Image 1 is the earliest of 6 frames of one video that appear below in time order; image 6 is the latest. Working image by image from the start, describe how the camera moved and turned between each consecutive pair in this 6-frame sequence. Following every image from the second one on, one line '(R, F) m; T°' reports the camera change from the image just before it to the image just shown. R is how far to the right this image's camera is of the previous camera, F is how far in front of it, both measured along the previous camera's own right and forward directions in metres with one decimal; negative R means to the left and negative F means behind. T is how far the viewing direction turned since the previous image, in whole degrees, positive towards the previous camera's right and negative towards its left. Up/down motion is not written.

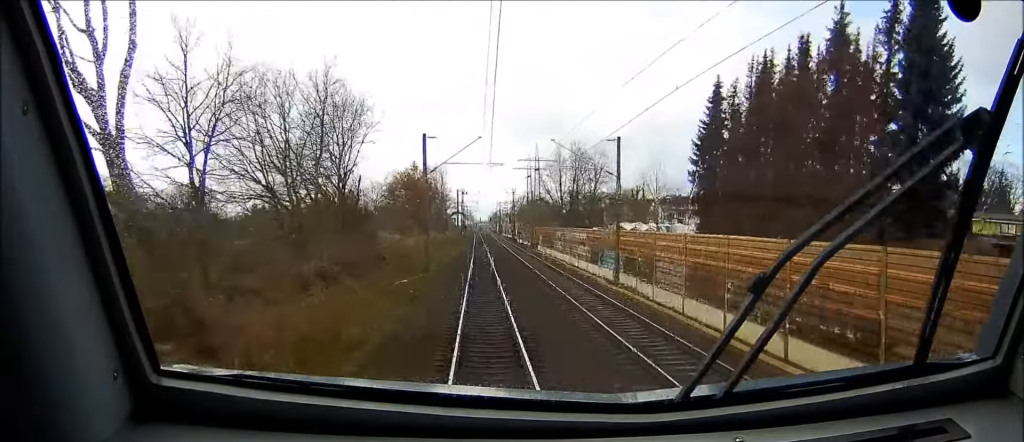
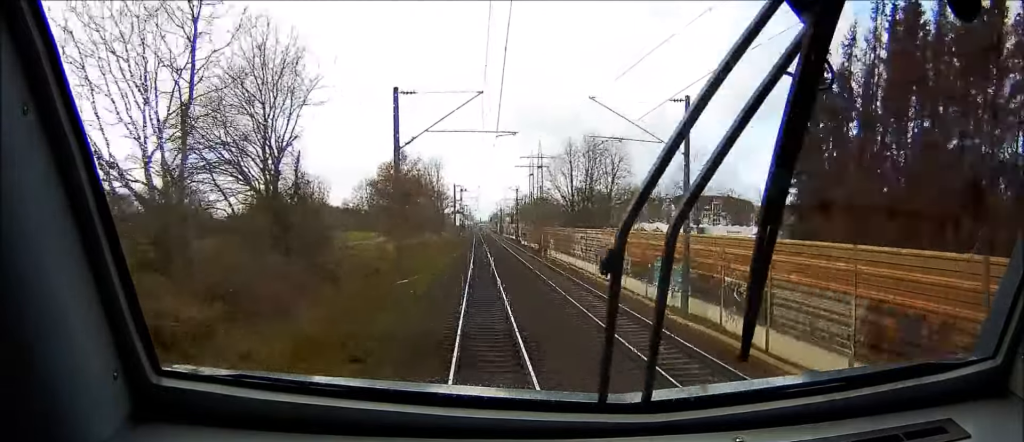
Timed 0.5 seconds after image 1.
(0.0, +13.7) m; 0°
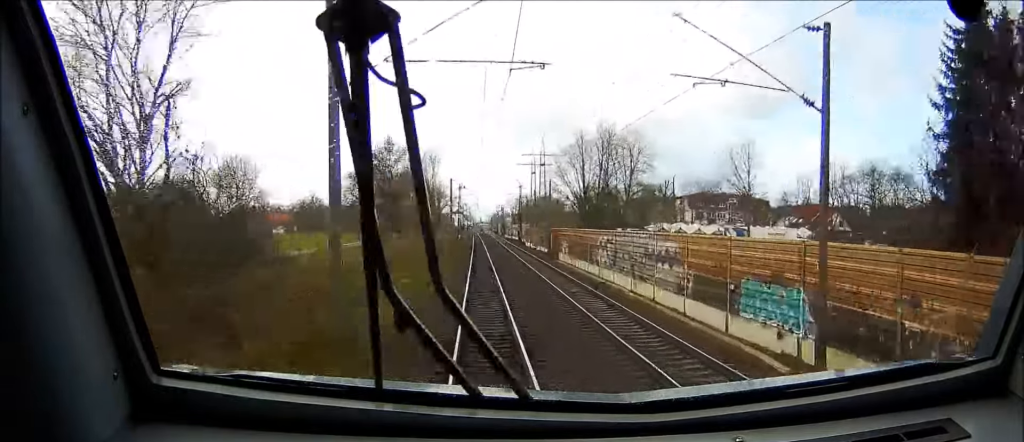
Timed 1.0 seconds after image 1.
(0.0, +12.7) m; 0°
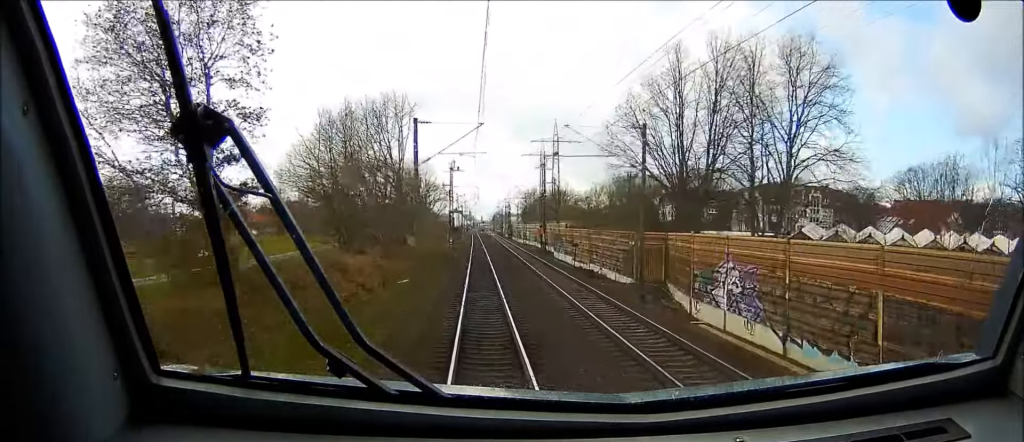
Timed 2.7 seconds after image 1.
(+0.2, +46.3) m; 0°
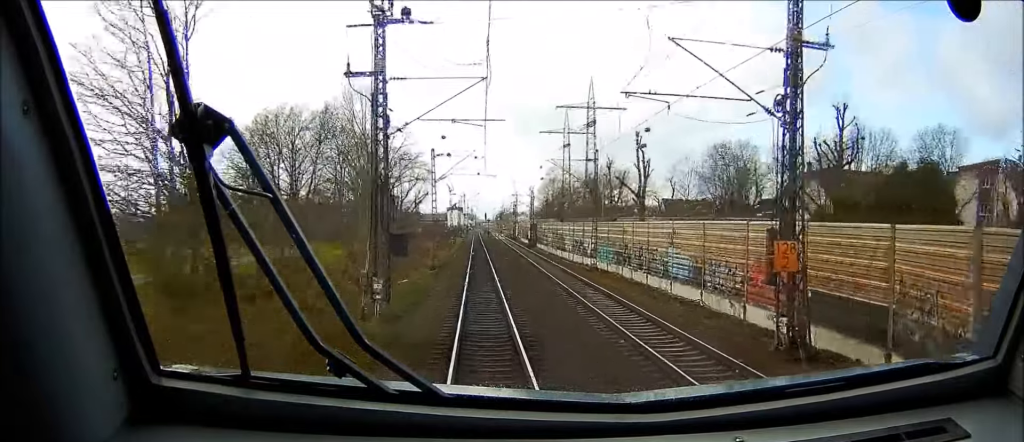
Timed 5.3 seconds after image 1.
(+0.1, +70.2) m; -1°
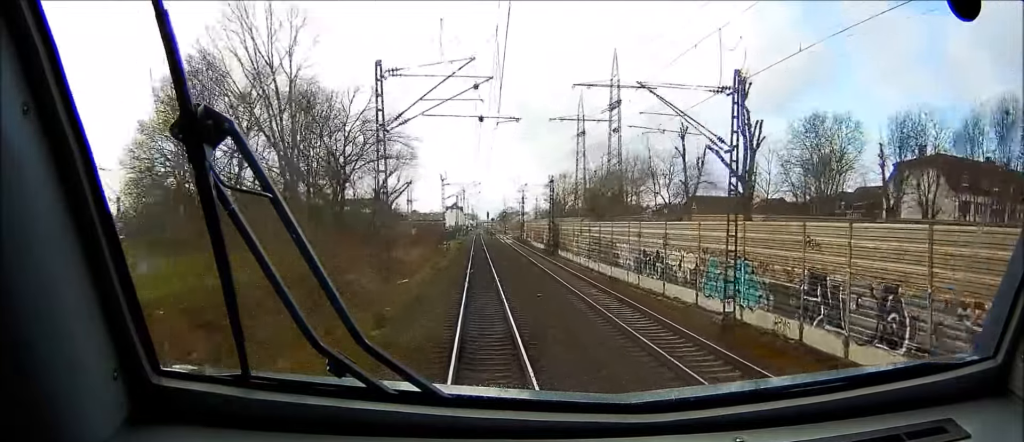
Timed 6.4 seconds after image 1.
(-0.4, +29.0) m; -1°
